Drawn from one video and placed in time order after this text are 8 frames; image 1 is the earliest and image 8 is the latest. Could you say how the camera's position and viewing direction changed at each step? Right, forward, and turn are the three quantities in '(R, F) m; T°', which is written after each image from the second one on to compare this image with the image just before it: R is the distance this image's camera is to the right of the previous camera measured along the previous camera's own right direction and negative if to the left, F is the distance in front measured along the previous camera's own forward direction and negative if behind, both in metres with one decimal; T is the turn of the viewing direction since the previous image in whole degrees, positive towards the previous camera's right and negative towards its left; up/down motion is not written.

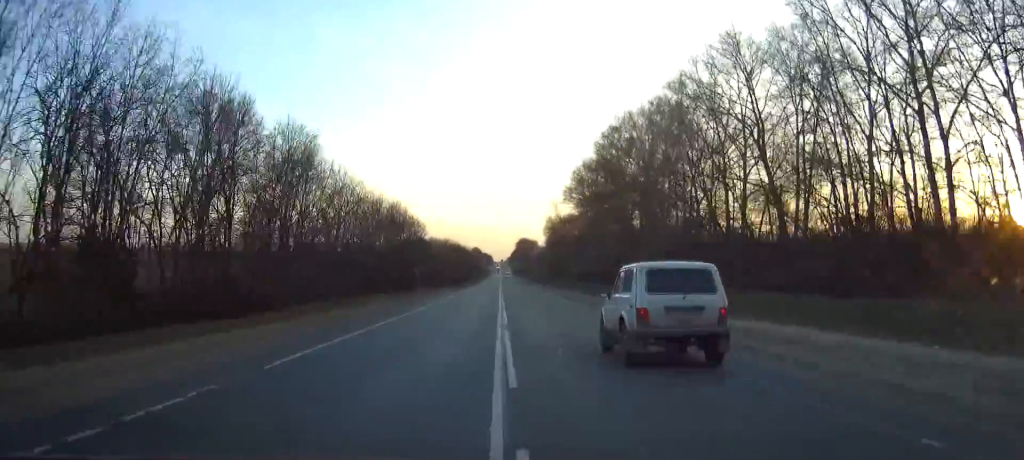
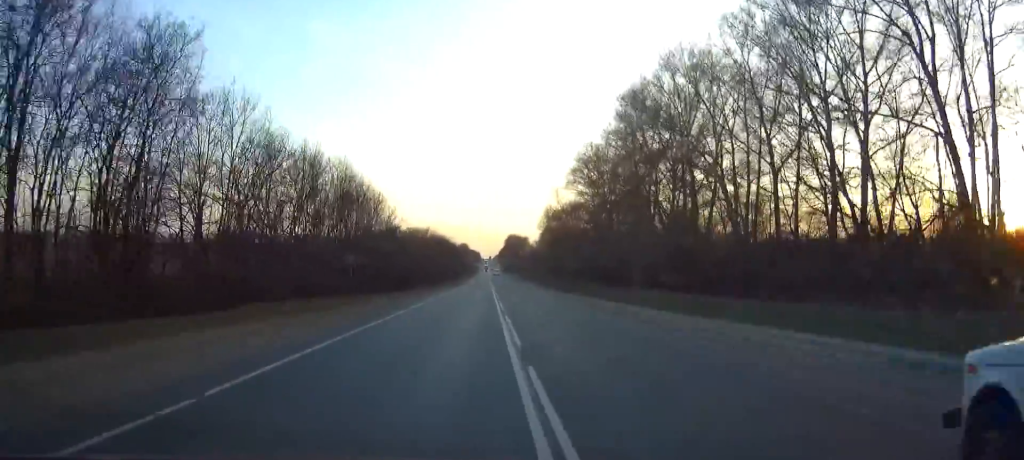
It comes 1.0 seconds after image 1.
(+0.4, +31.2) m; +1°
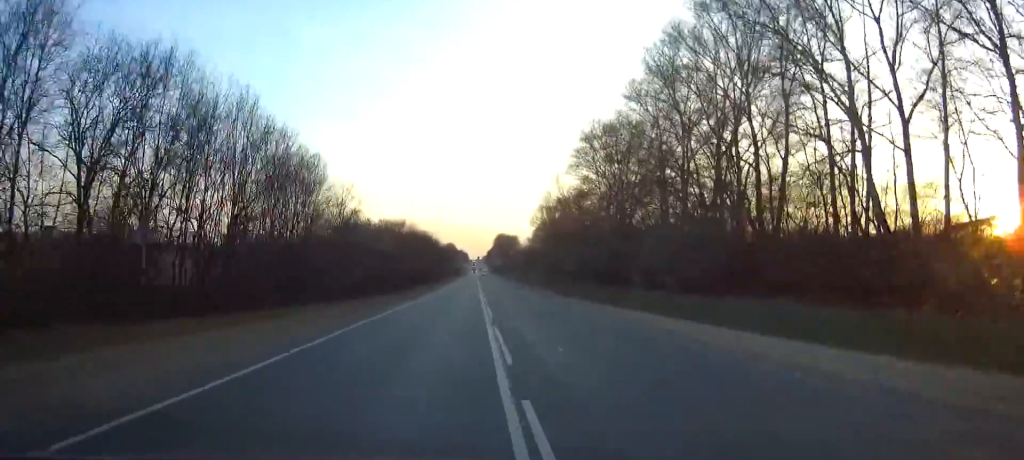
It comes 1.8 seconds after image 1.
(+0.1, +26.8) m; +1°
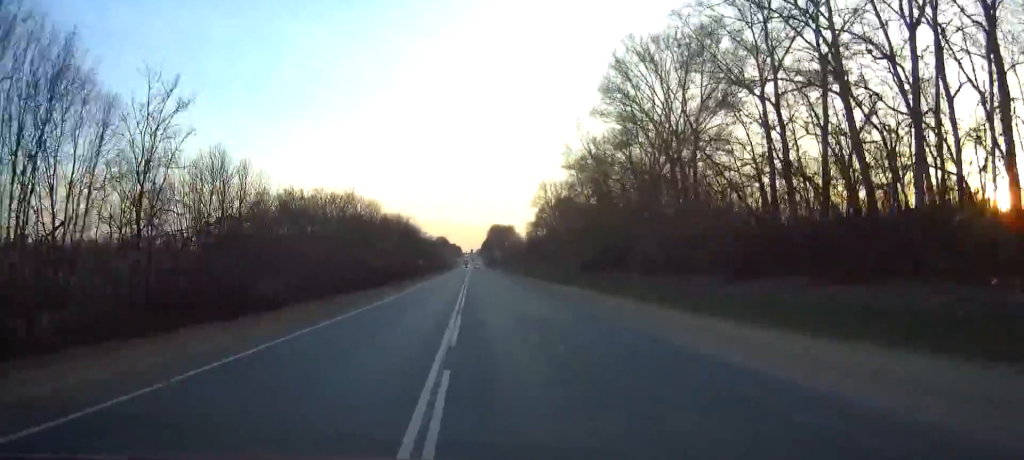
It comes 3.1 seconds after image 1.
(+0.3, +45.9) m; 0°
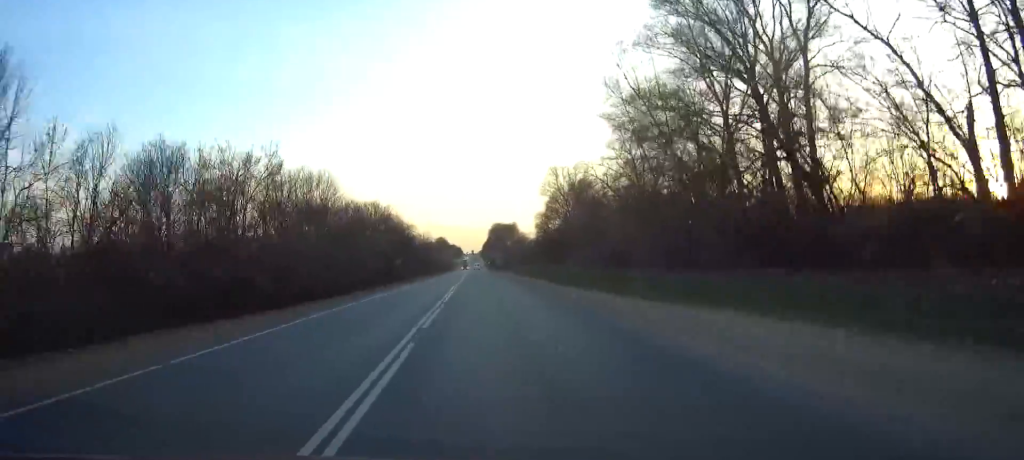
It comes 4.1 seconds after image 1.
(-0.1, +33.5) m; 0°
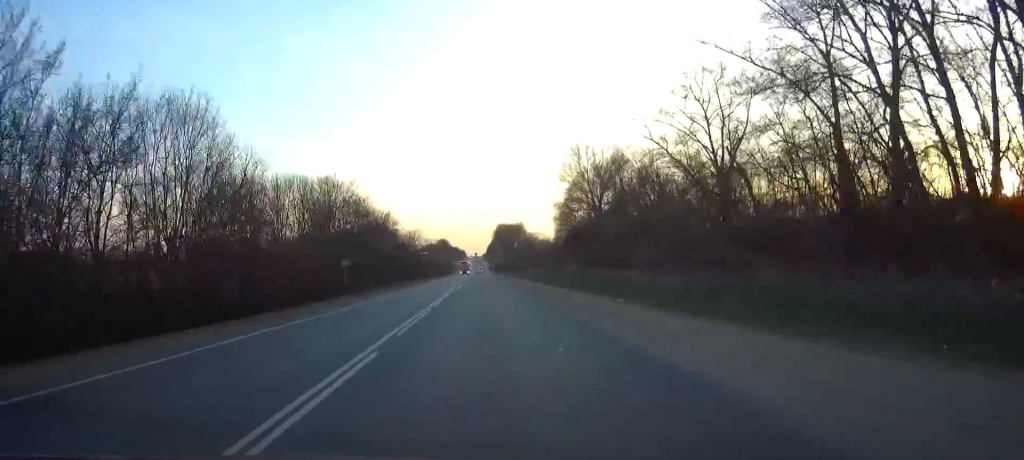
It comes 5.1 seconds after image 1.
(+0.1, +36.6) m; 0°
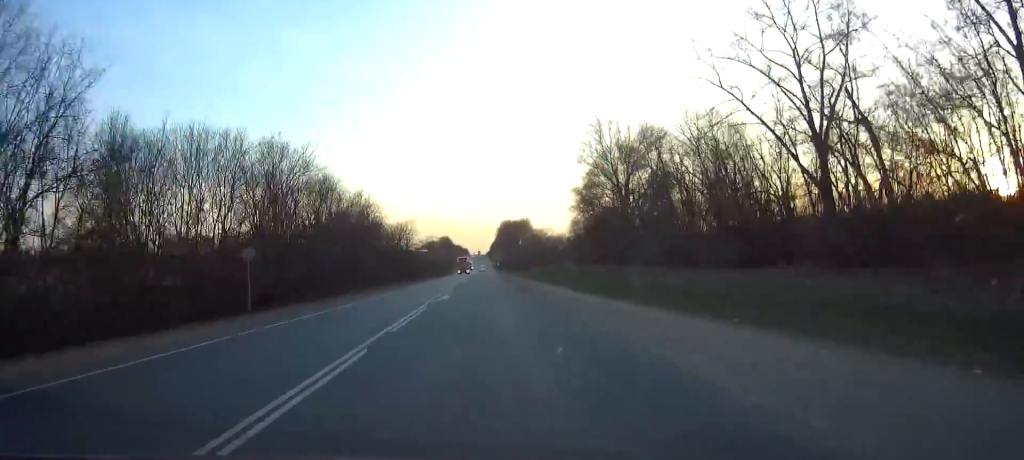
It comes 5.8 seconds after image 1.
(0.0, +23.7) m; 0°
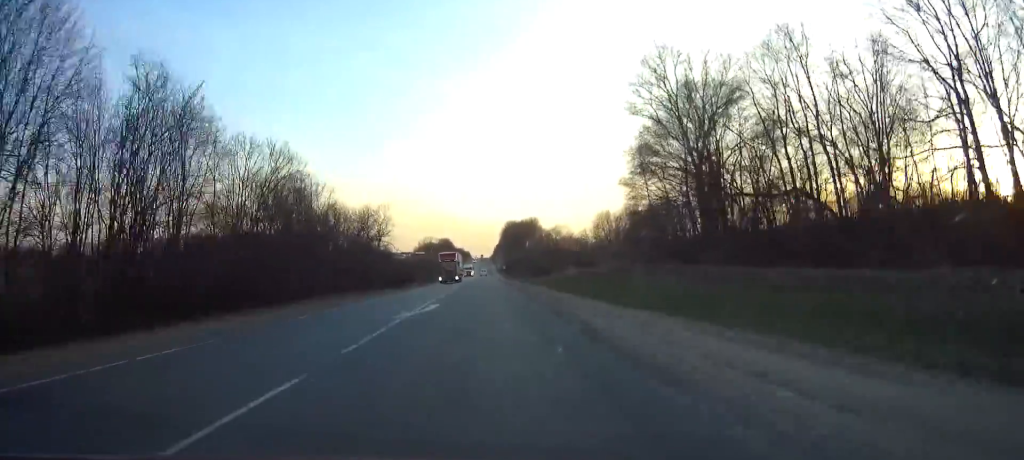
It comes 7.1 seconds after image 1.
(-0.3, +42.3) m; 0°
